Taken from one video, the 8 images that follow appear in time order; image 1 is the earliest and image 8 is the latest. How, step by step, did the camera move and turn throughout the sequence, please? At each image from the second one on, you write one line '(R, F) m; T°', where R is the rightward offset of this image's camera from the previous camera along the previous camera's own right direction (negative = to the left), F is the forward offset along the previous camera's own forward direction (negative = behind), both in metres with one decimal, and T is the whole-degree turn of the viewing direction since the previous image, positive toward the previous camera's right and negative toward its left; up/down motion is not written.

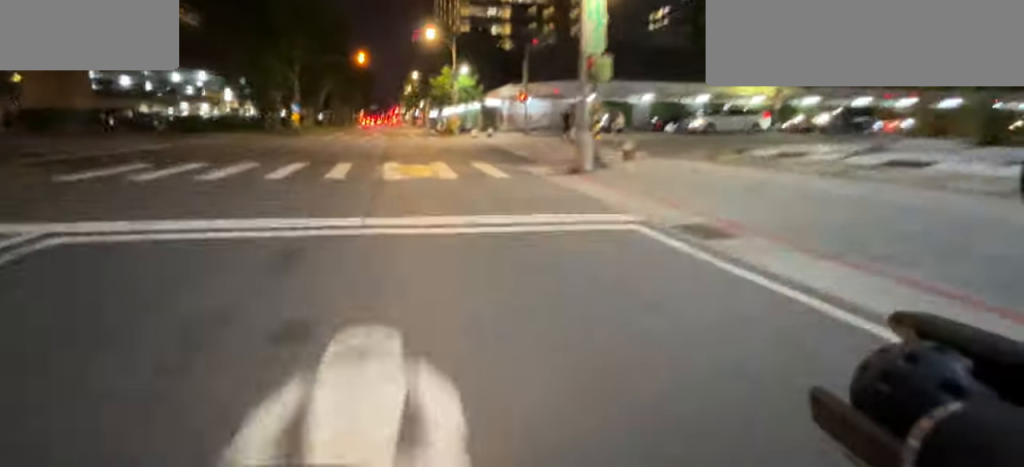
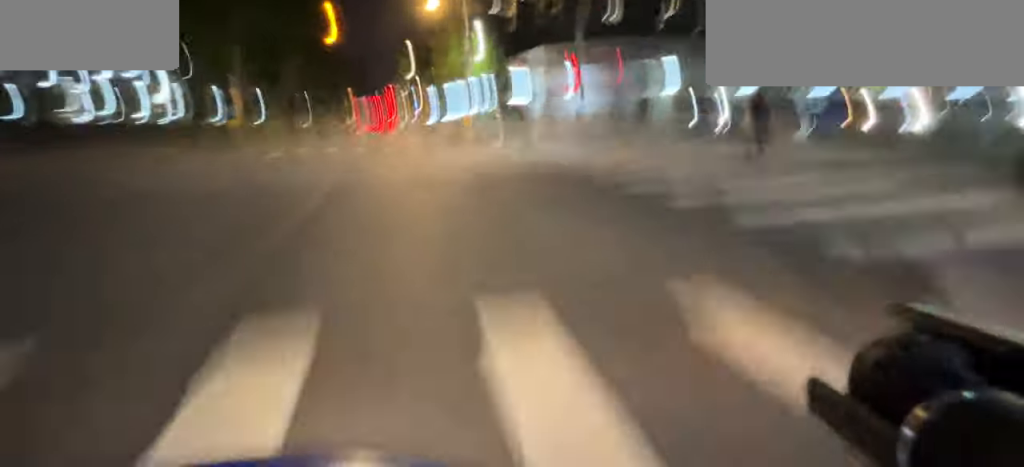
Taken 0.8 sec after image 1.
(+0.1, +11.5) m; 0°
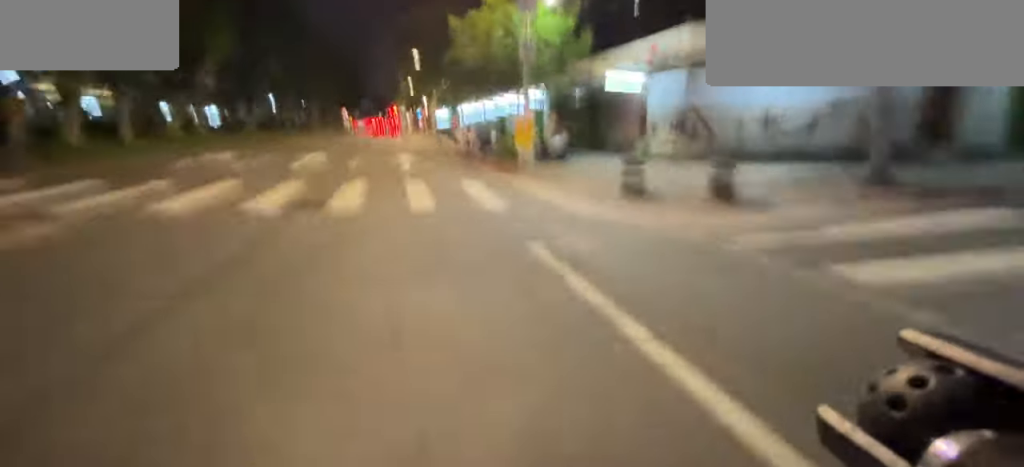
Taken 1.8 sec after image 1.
(-0.2, +15.1) m; -1°
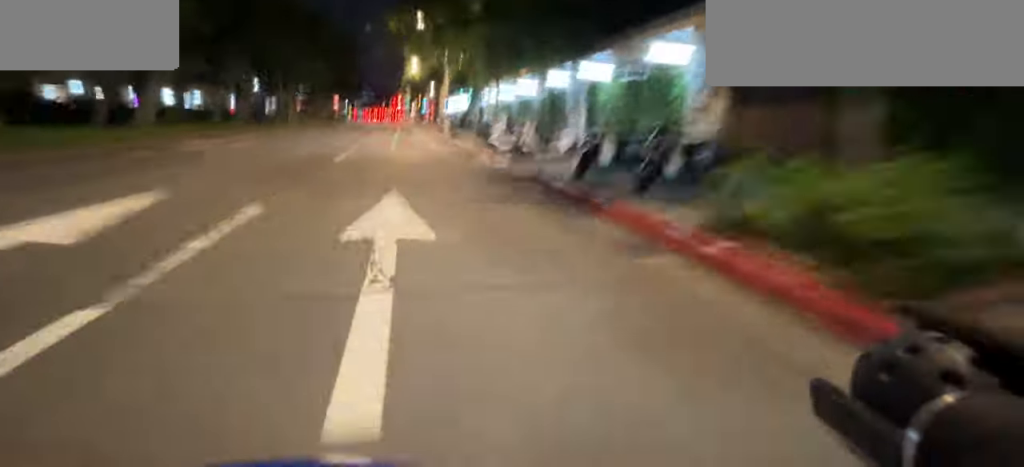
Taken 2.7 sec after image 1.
(-0.1, +13.4) m; -1°
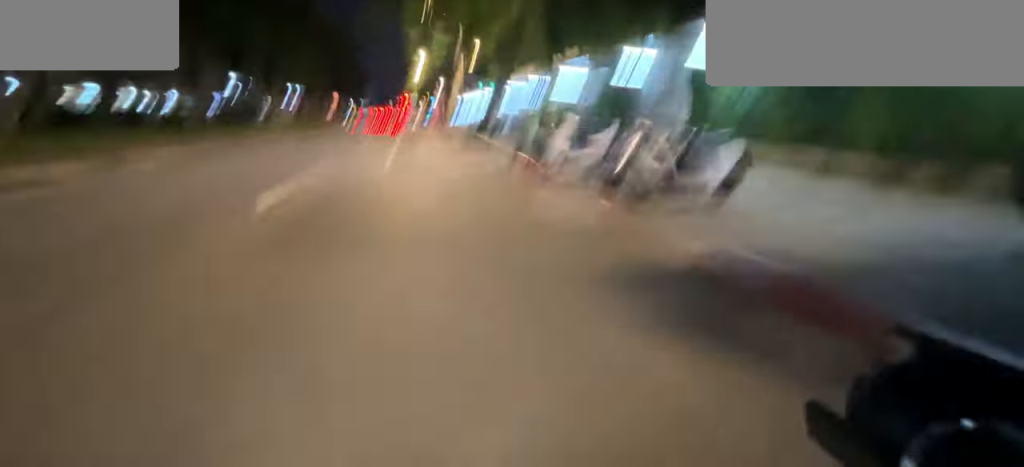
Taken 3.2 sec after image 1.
(0.0, +6.9) m; 0°
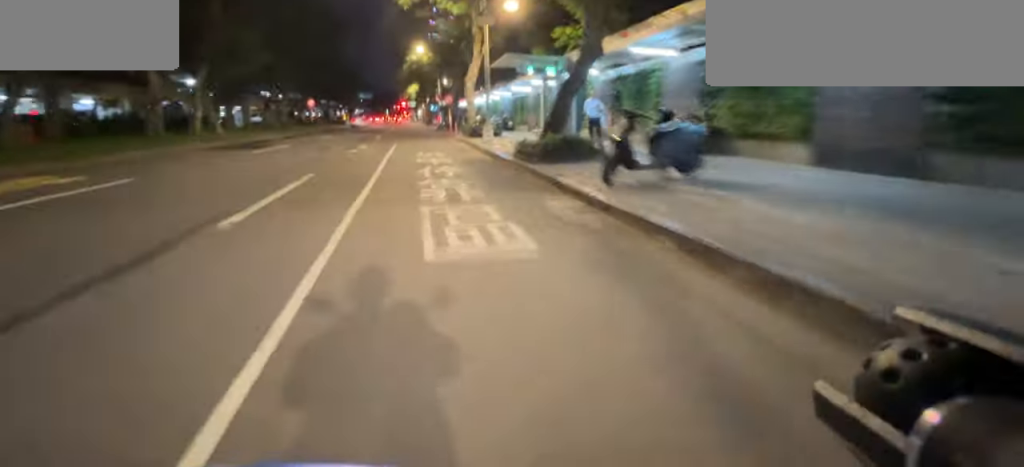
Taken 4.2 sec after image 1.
(0.0, +12.0) m; 0°
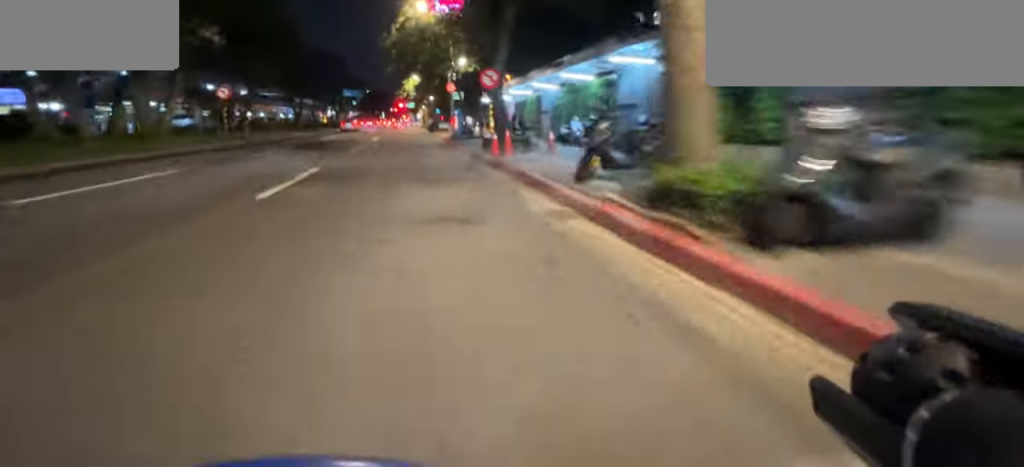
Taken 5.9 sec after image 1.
(0.0, +17.6) m; 0°
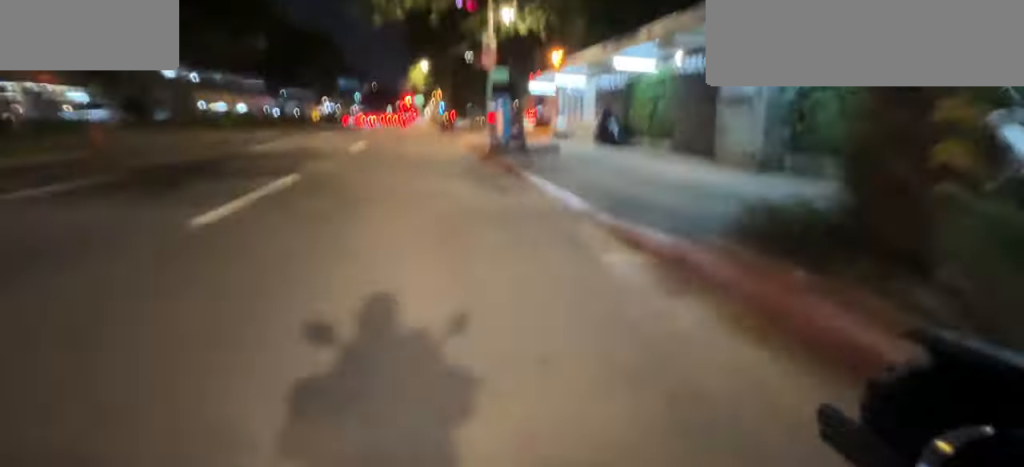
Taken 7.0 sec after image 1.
(0.0, +10.2) m; 0°
